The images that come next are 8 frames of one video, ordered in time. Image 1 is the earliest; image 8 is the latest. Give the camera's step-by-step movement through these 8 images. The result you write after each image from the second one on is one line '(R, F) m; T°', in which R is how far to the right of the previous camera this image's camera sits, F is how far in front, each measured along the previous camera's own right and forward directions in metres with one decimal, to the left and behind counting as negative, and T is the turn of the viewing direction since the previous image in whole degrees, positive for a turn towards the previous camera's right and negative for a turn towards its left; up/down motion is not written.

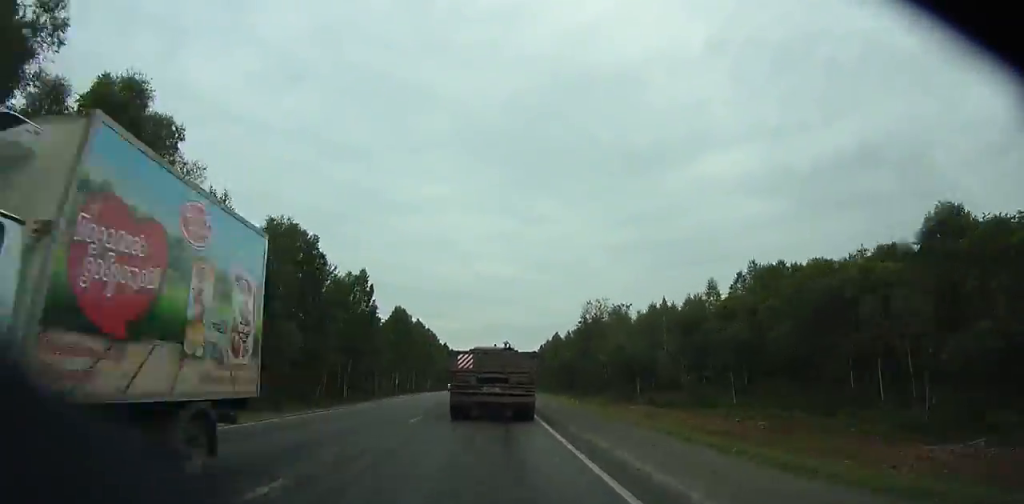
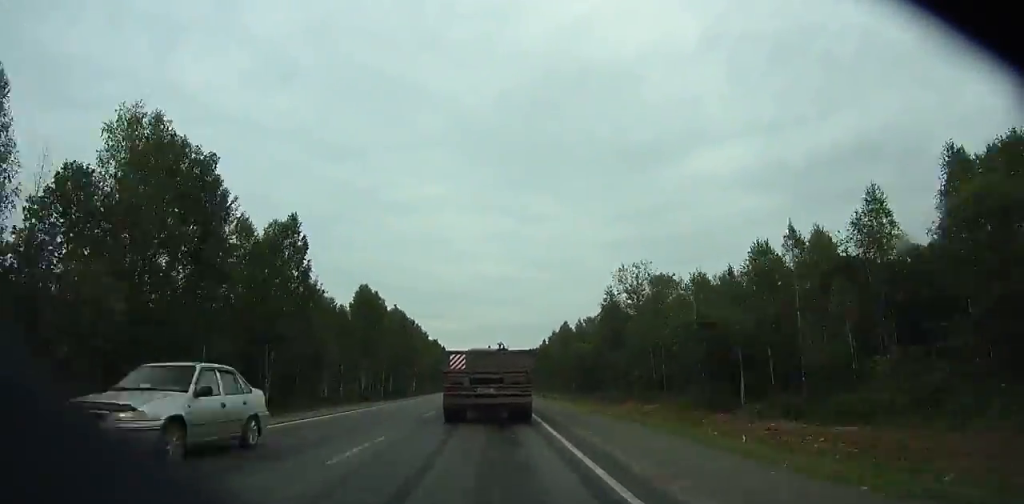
(-0.2, +30.5) m; 0°
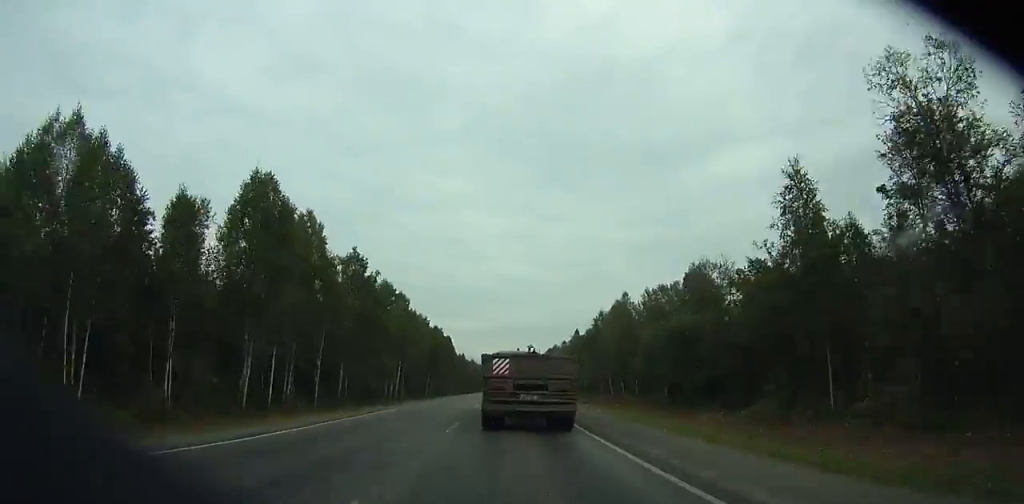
(-0.3, +50.8) m; -3°
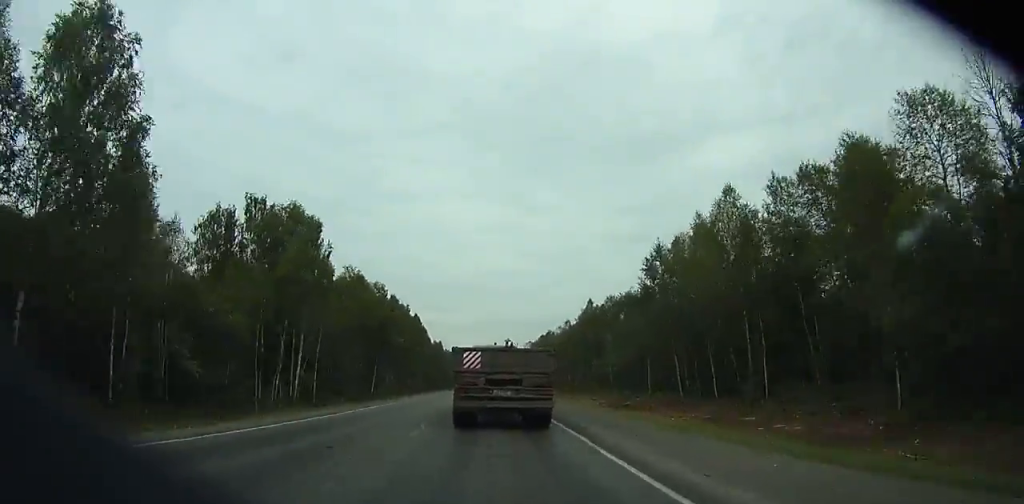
(-0.2, +48.2) m; -4°
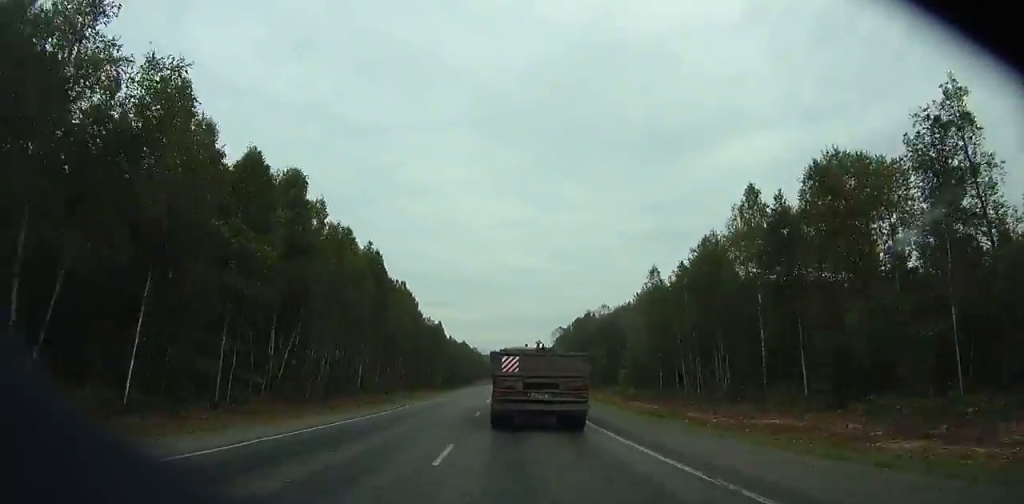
(+0.2, +73.6) m; +9°
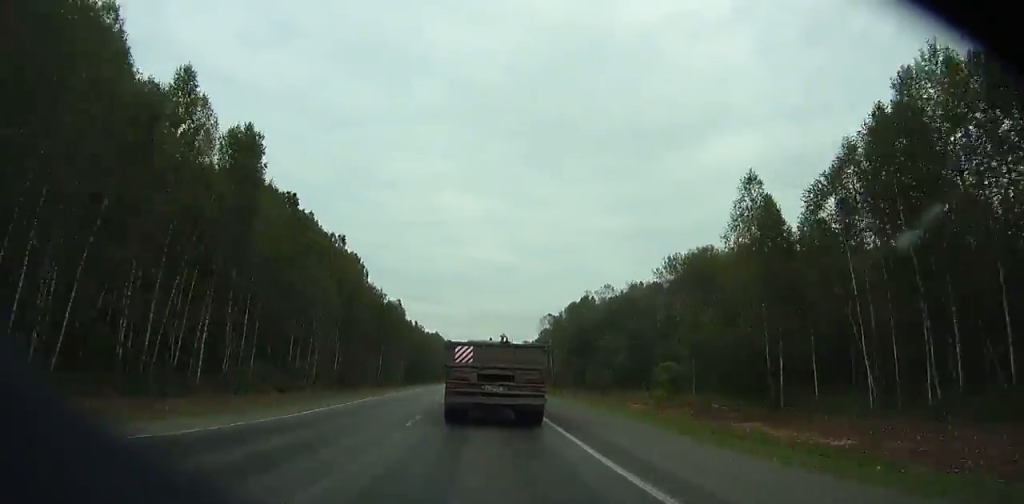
(+7.1, +43.6) m; +5°
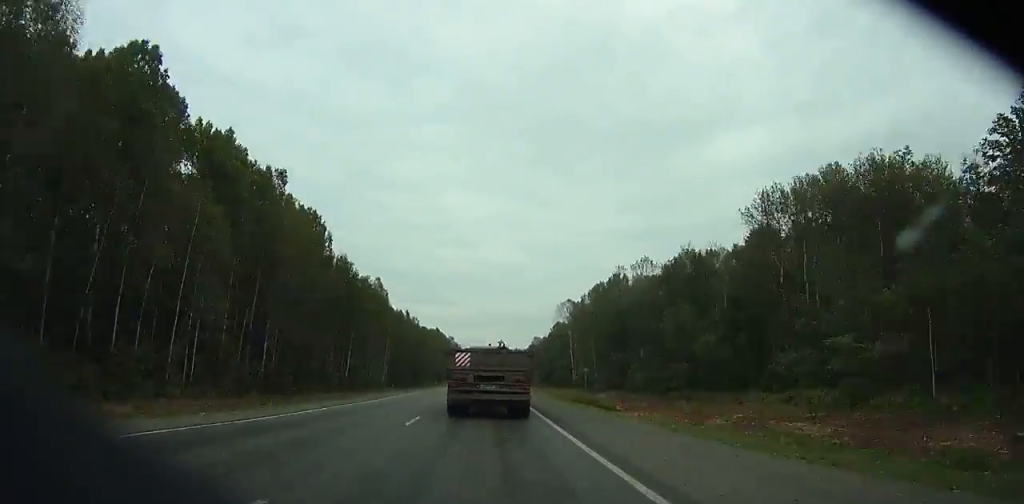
(-3.1, +39.3) m; -3°
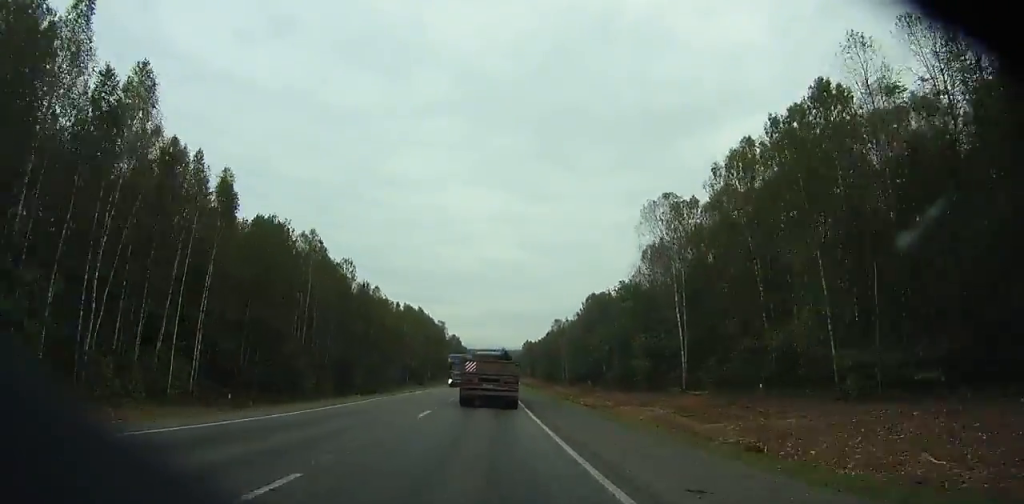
(-3.5, +99.1) m; -4°
